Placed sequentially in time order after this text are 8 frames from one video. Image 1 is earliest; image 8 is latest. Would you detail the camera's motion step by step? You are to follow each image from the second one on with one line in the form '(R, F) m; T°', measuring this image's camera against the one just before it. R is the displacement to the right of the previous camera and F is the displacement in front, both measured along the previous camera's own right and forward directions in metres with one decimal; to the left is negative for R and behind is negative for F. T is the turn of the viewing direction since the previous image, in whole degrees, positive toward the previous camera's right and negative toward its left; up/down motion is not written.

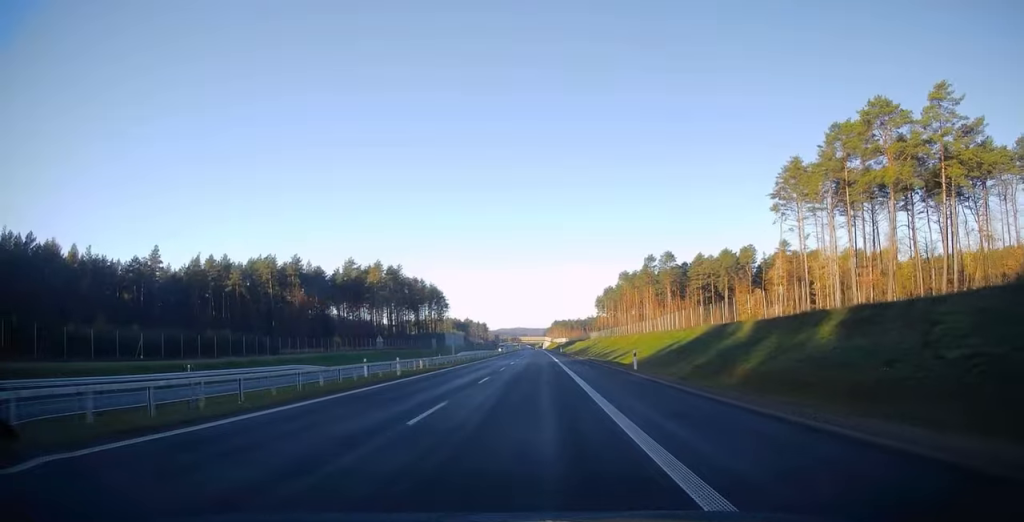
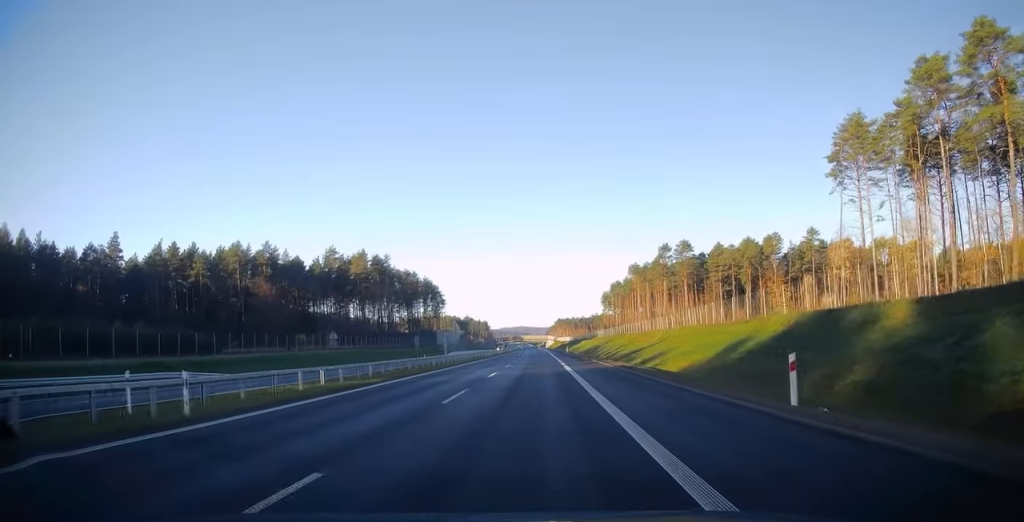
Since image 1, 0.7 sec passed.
(+0.3, +20.4) m; 0°
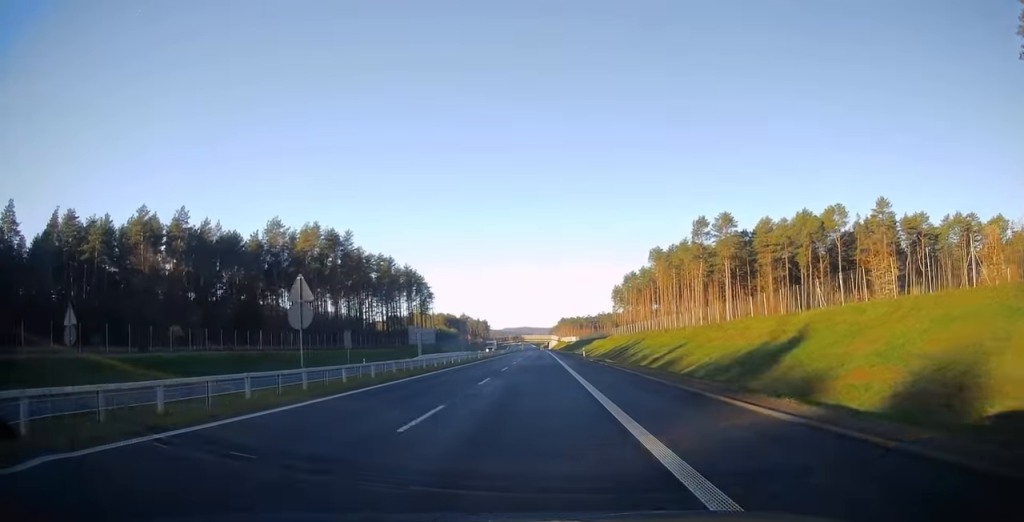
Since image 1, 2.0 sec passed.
(-0.4, +40.7) m; -1°
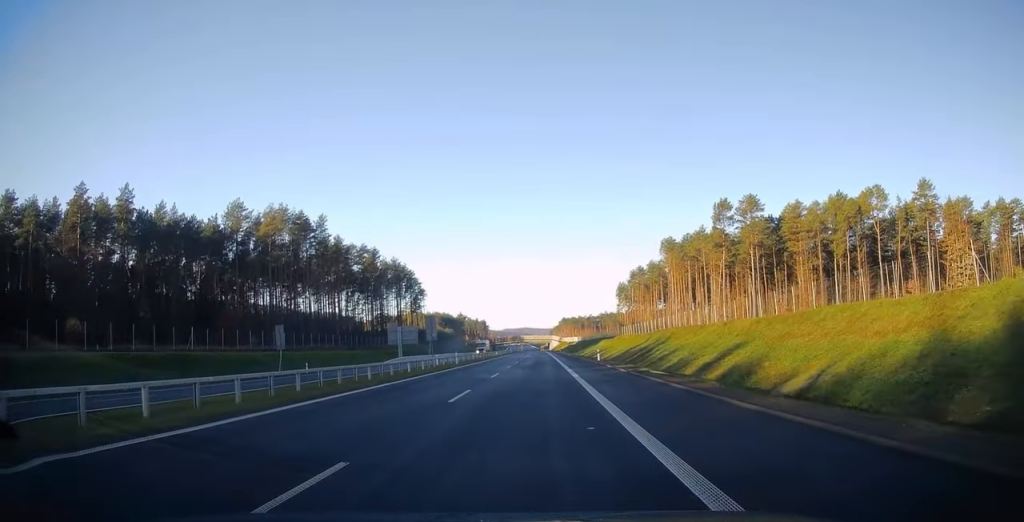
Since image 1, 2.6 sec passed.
(0.0, +18.8) m; +1°
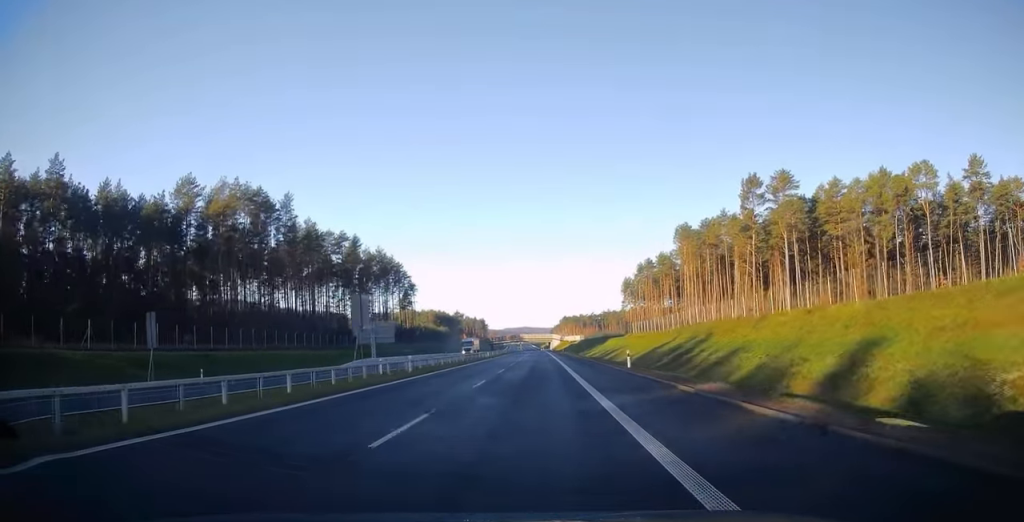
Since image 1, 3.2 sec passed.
(+0.1, +18.9) m; 0°
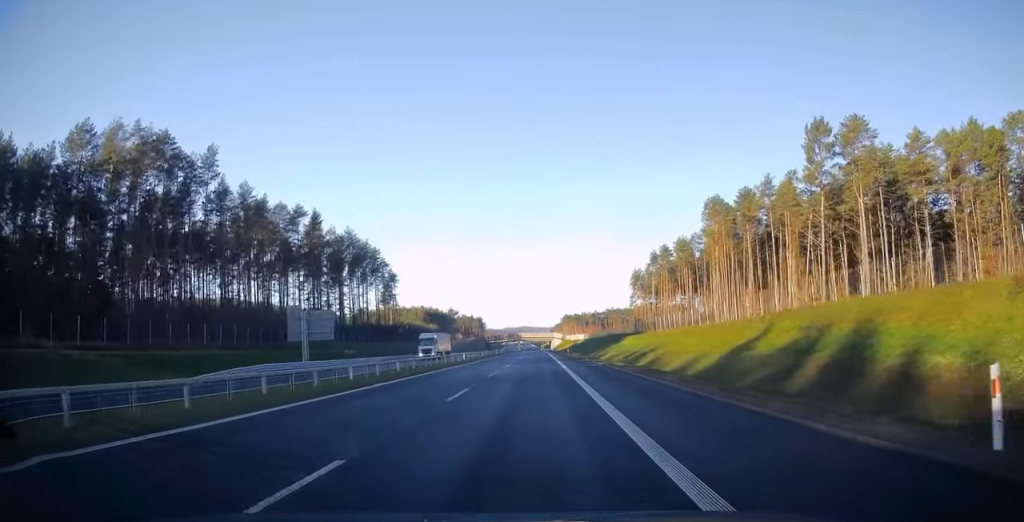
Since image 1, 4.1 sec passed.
(+0.2, +29.2) m; 0°
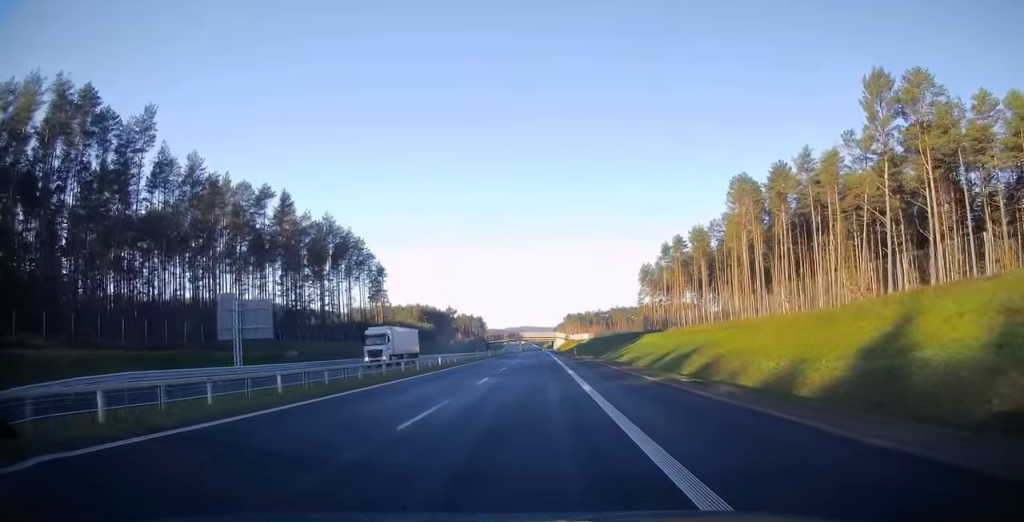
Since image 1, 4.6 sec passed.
(-0.2, +17.1) m; 0°
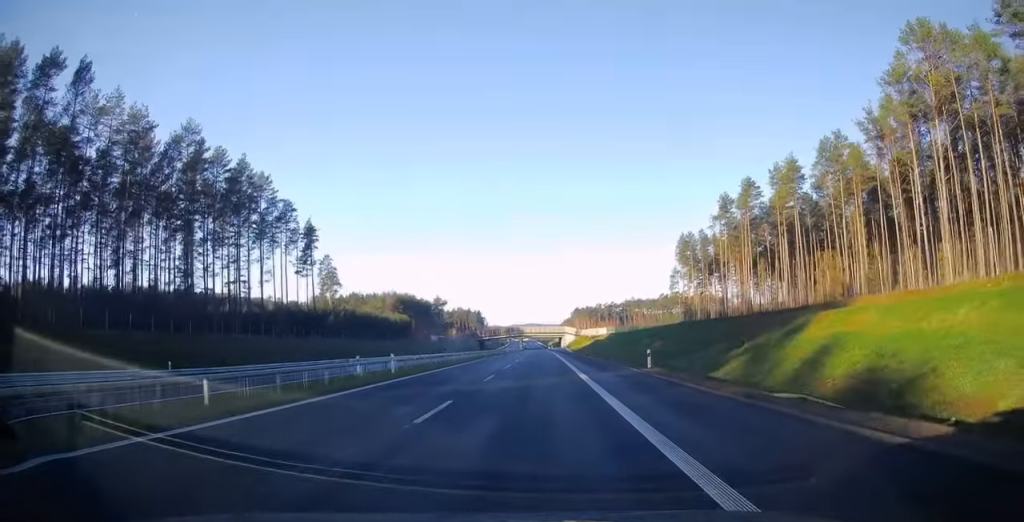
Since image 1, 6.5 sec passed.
(-0.3, +59.7) m; -1°
